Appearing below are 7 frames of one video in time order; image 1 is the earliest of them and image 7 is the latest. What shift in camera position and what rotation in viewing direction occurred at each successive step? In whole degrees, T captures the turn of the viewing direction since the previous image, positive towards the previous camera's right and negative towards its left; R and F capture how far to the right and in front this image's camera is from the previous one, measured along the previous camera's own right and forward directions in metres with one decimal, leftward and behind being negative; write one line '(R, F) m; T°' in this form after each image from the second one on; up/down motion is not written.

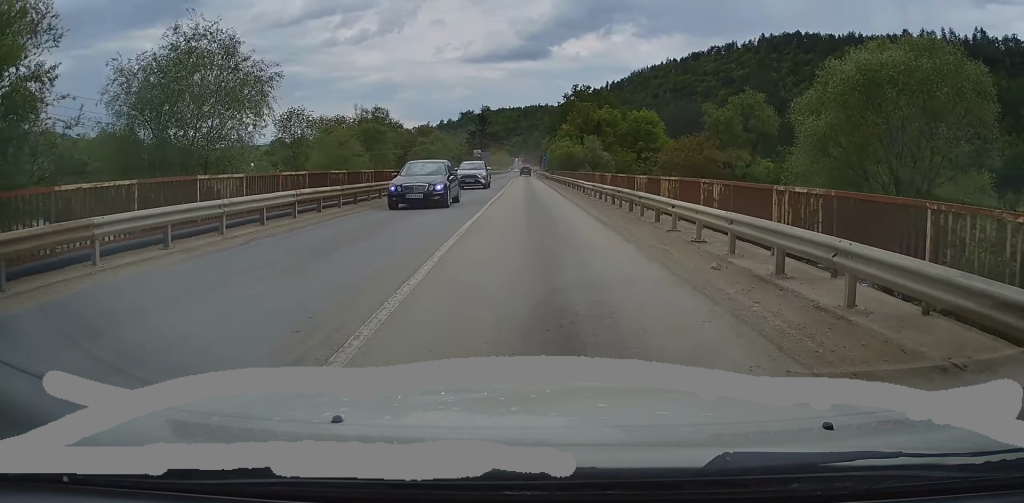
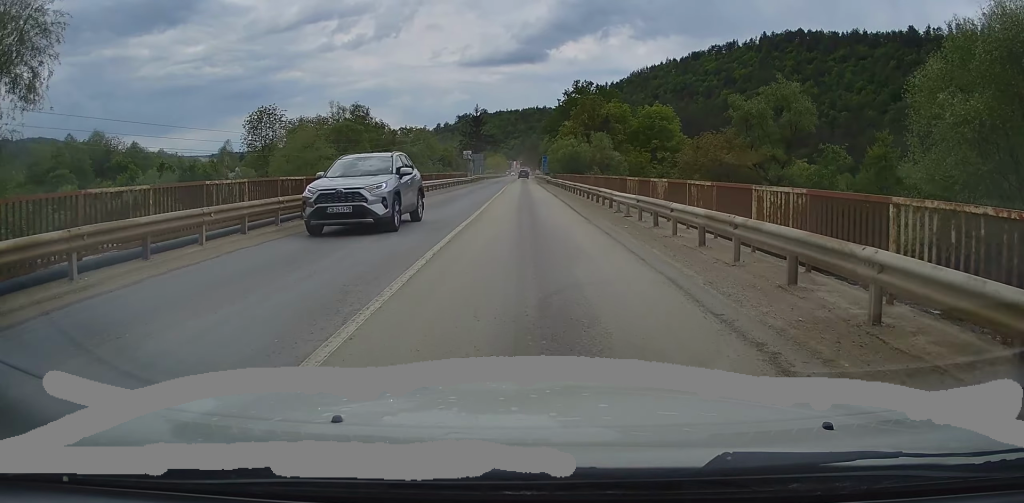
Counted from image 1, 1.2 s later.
(+0.6, +12.0) m; +2°
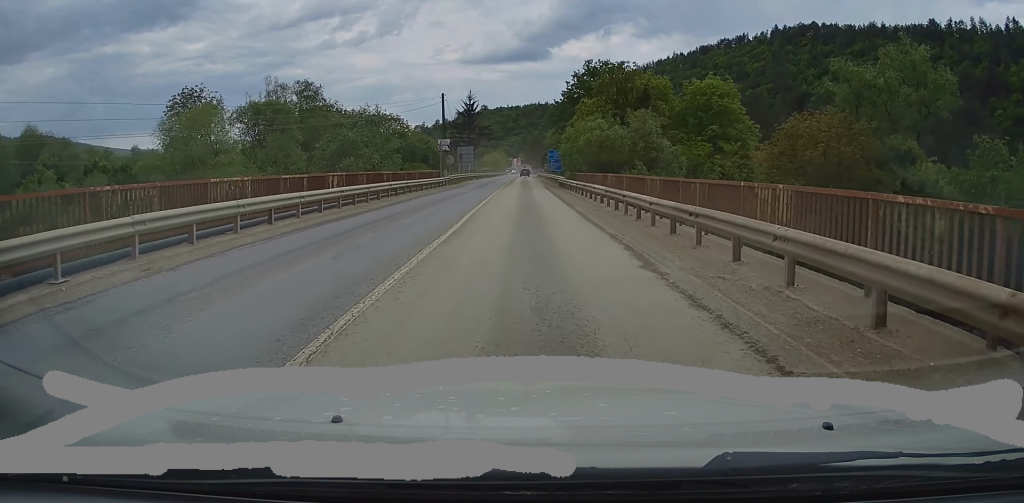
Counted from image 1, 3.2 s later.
(-0.4, +24.8) m; -2°
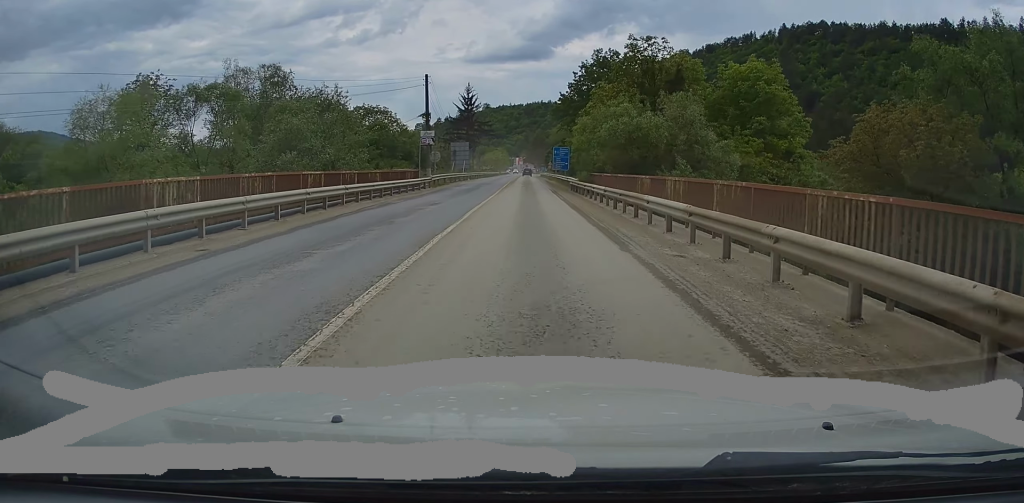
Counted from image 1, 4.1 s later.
(-0.1, +11.1) m; -1°
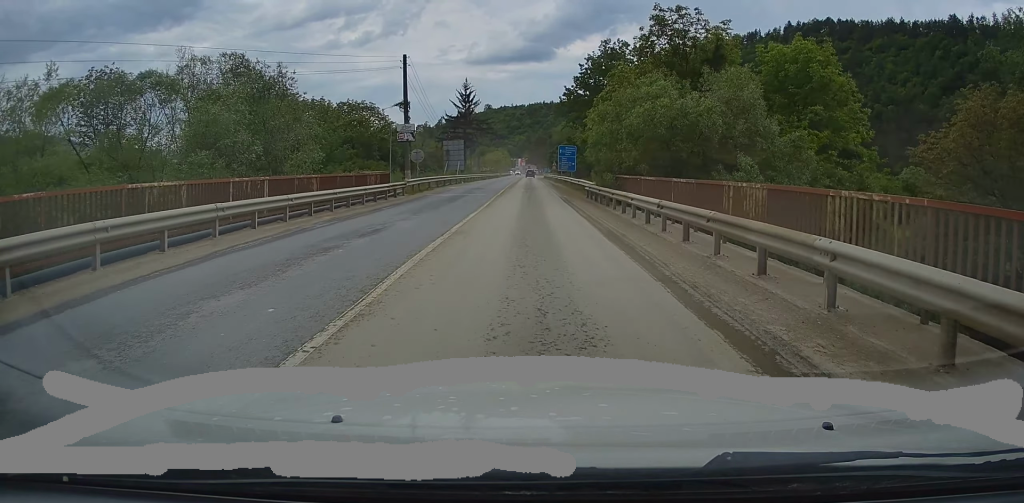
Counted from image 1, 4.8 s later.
(-0.3, +9.0) m; 0°
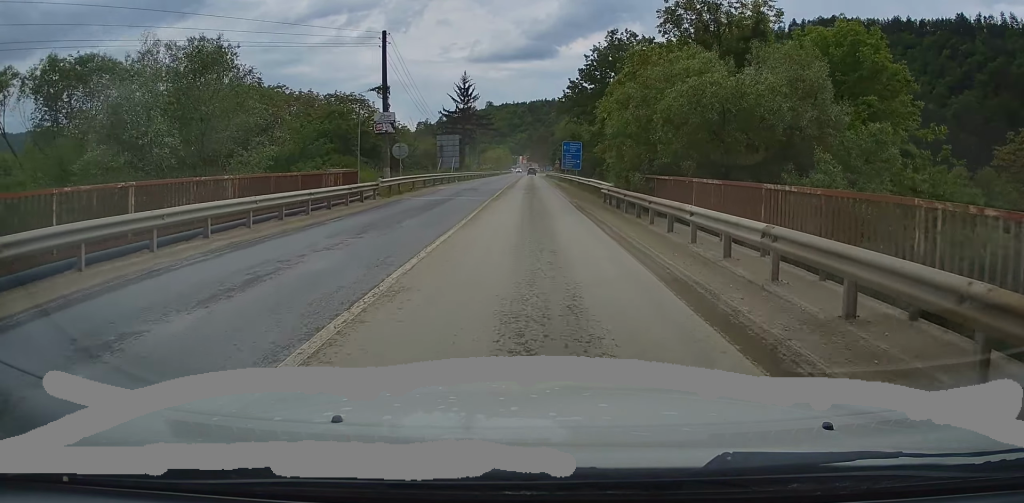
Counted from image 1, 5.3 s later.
(+0.2, +6.1) m; +1°
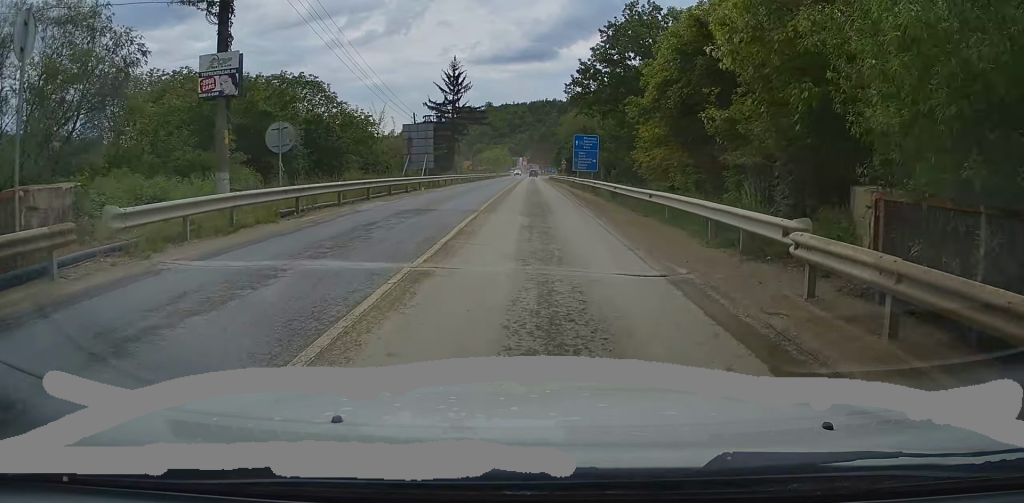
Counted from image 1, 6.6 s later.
(+0.2, +17.6) m; 0°
